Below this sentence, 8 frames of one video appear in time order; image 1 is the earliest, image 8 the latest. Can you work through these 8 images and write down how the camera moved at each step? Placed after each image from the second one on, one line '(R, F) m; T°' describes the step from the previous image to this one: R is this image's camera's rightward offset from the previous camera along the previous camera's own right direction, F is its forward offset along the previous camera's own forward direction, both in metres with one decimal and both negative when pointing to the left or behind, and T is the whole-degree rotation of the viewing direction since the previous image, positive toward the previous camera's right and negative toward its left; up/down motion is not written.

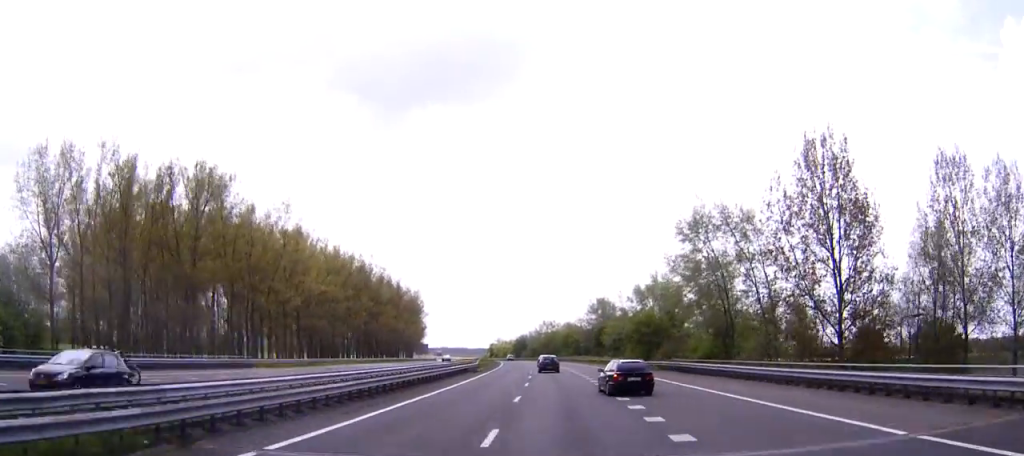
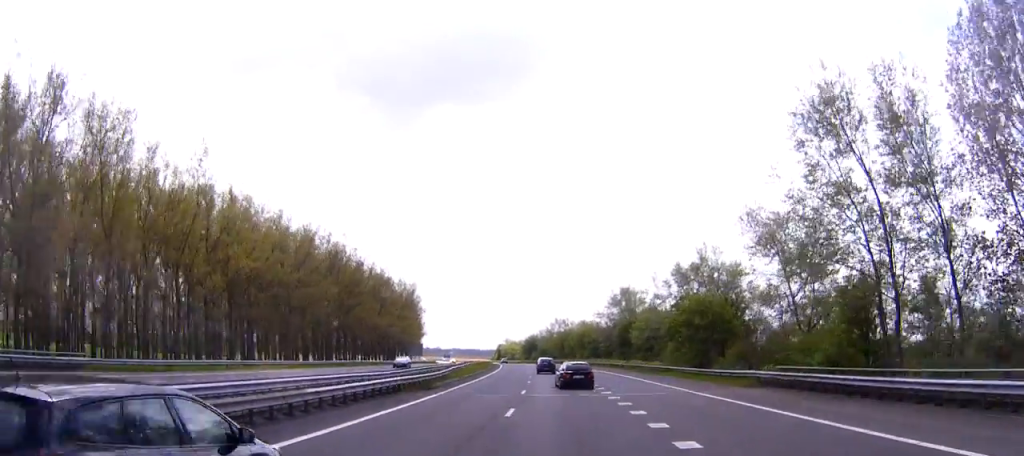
(-0.3, +28.5) m; -1°
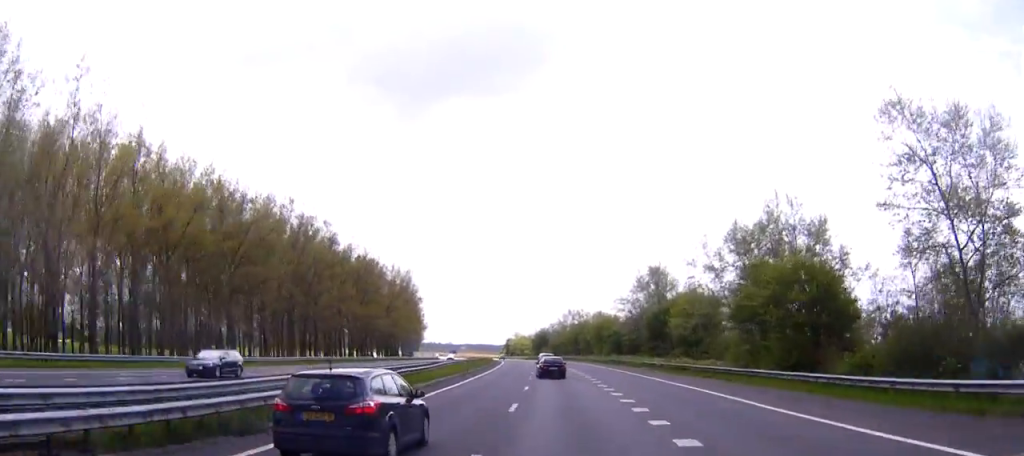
(-0.2, +23.9) m; -1°
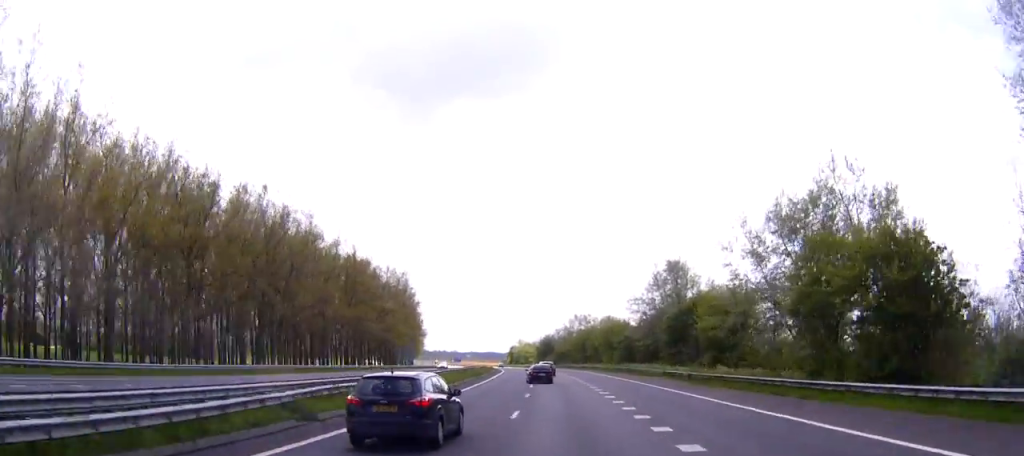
(0.0, +12.0) m; -1°
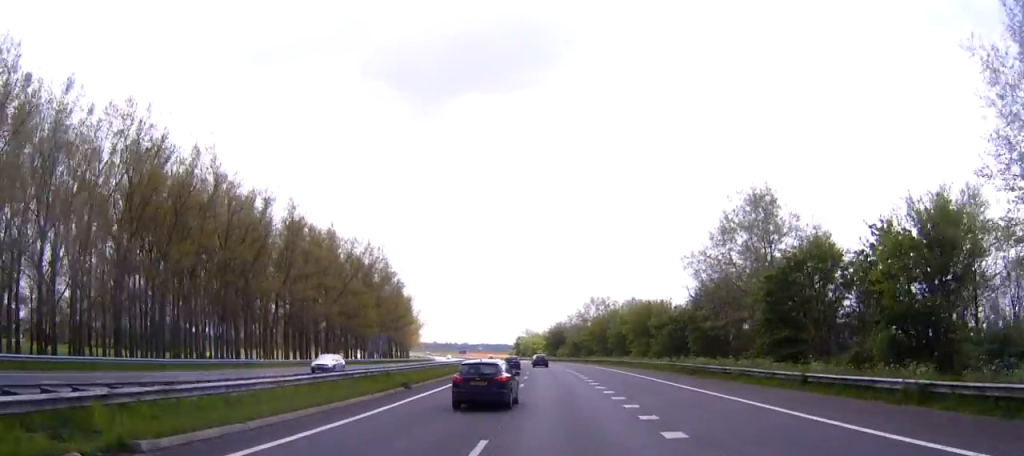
(-0.6, +34.4) m; -1°
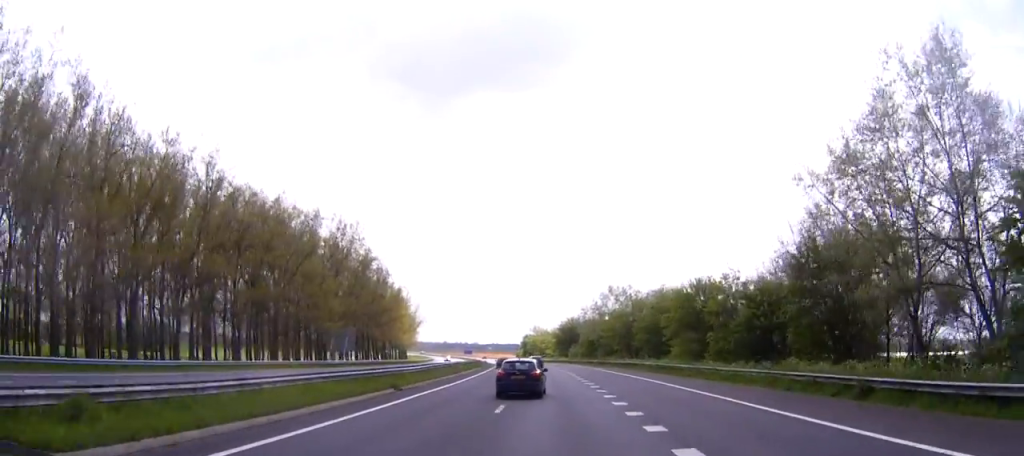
(-0.1, +26.6) m; -1°
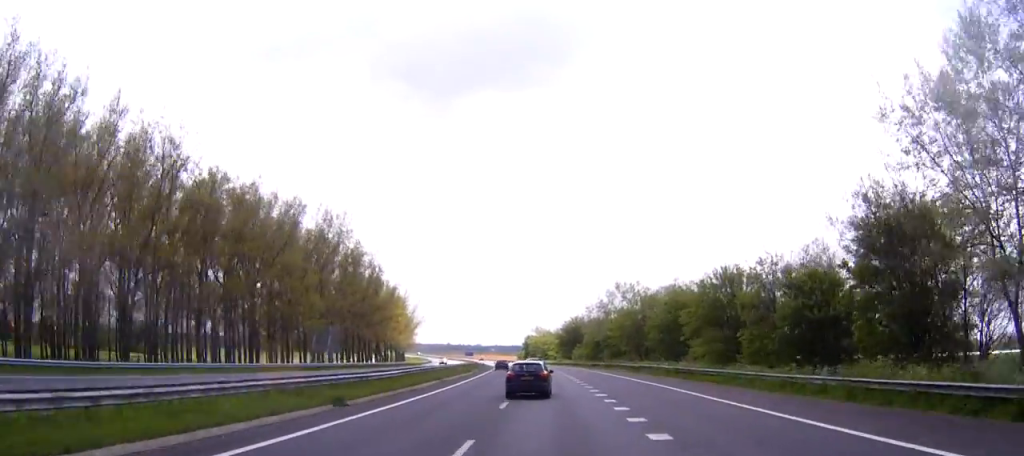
(0.0, +9.2) m; 0°
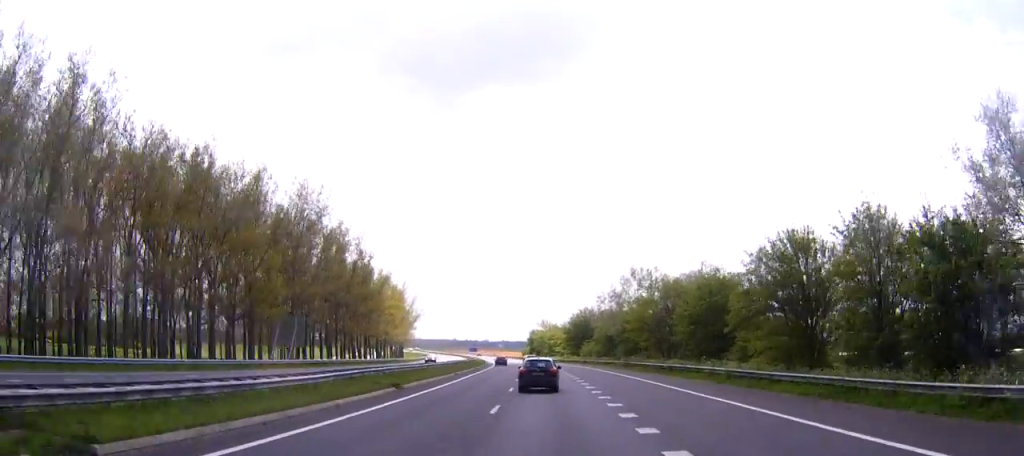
(-0.1, +14.9) m; 0°
